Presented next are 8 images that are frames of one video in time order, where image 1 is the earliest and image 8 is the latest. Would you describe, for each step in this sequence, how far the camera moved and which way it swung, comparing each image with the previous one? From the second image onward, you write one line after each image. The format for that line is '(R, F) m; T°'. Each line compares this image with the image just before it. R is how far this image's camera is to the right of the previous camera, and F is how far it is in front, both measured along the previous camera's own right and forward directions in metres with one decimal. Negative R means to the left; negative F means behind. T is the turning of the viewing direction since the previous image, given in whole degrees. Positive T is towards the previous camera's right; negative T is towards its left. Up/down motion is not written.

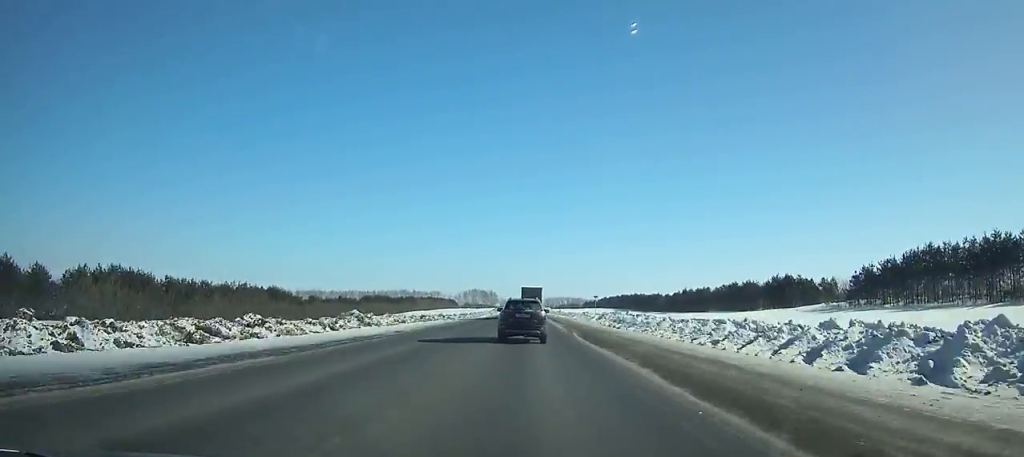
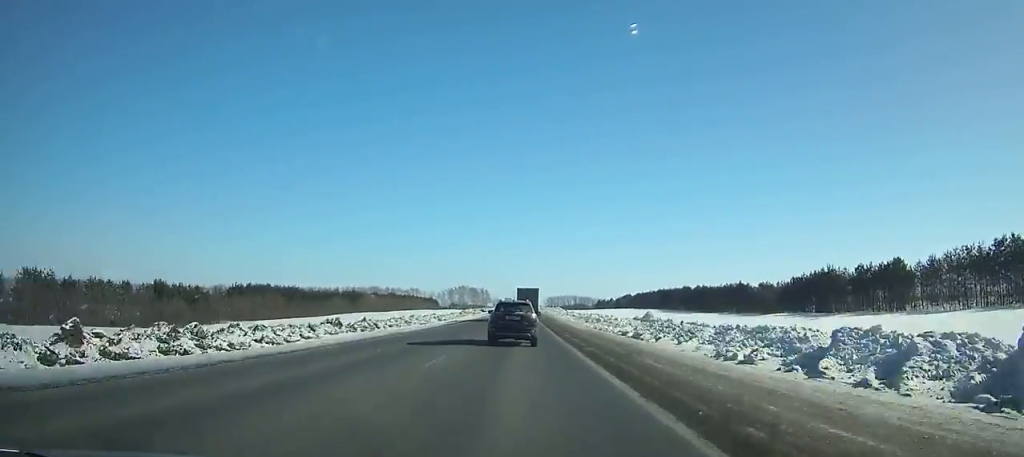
(+0.7, +107.9) m; 0°
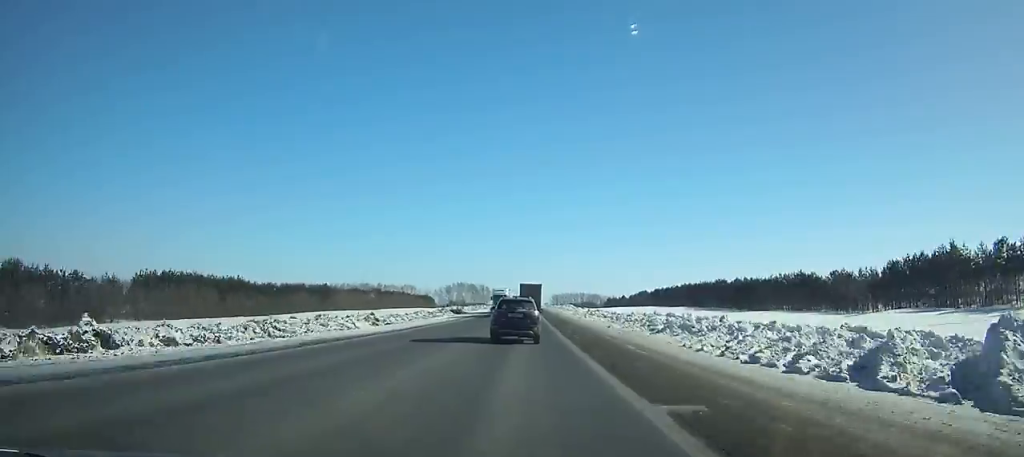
(-0.1, +36.9) m; 0°
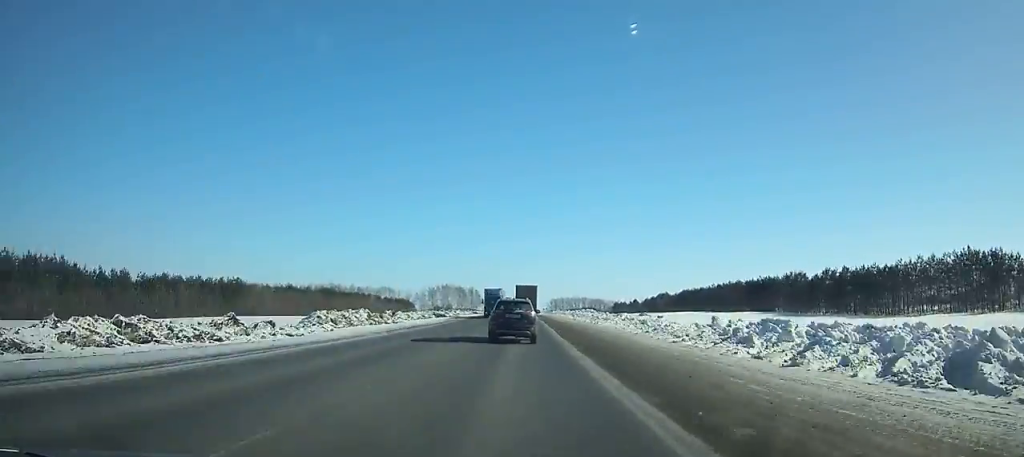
(-0.1, +57.7) m; 0°
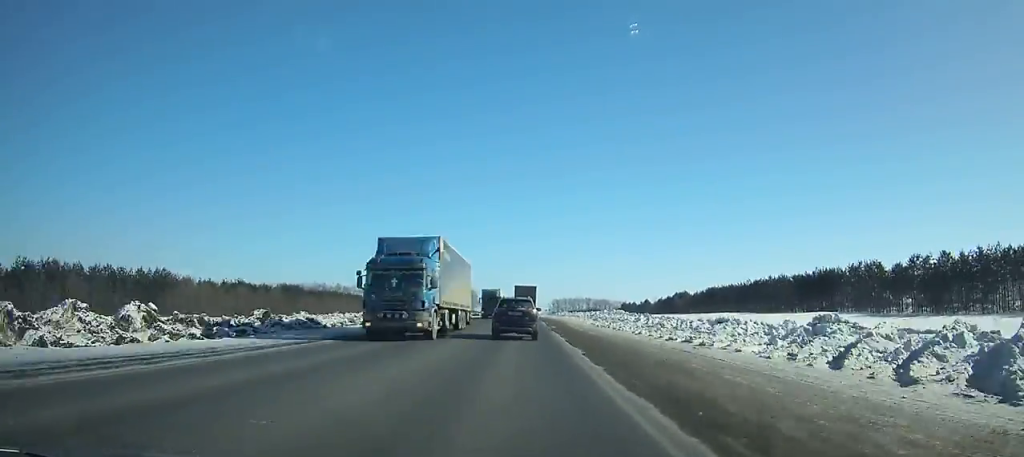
(0.0, +29.7) m; 0°
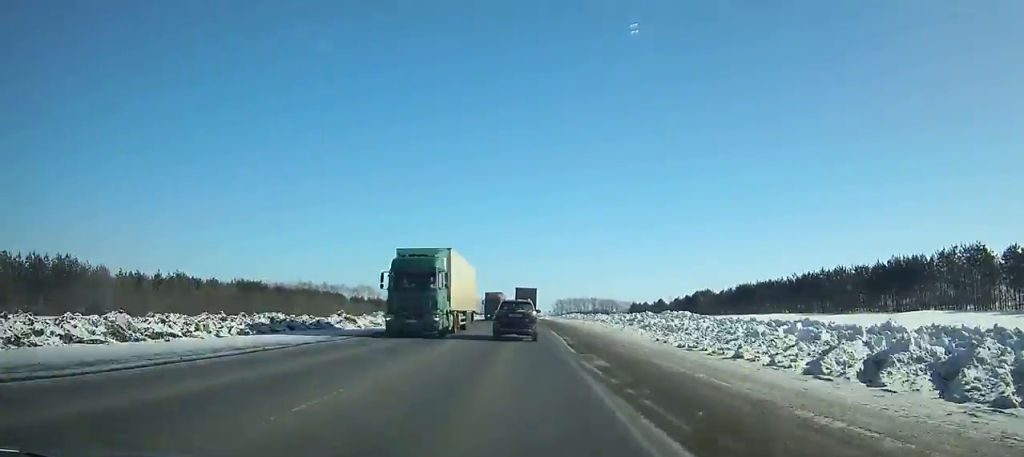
(0.0, +27.4) m; 0°
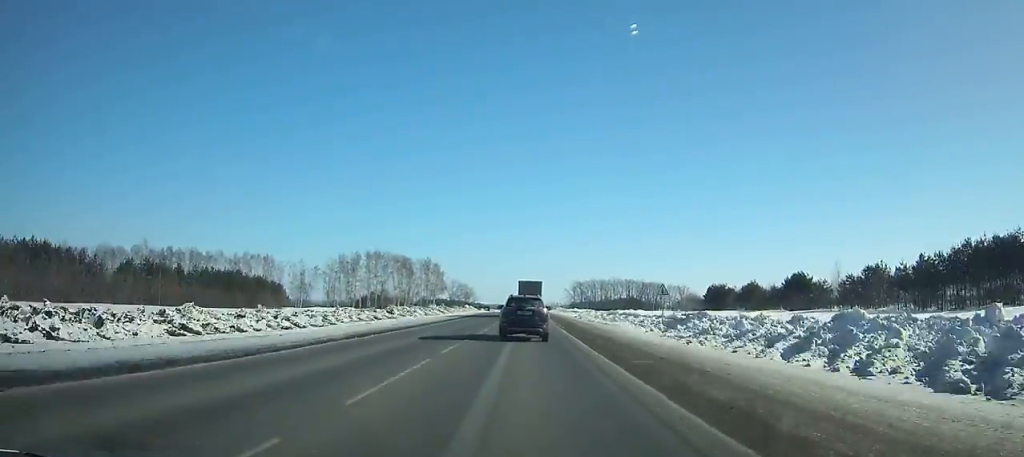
(+0.3, +134.7) m; 0°
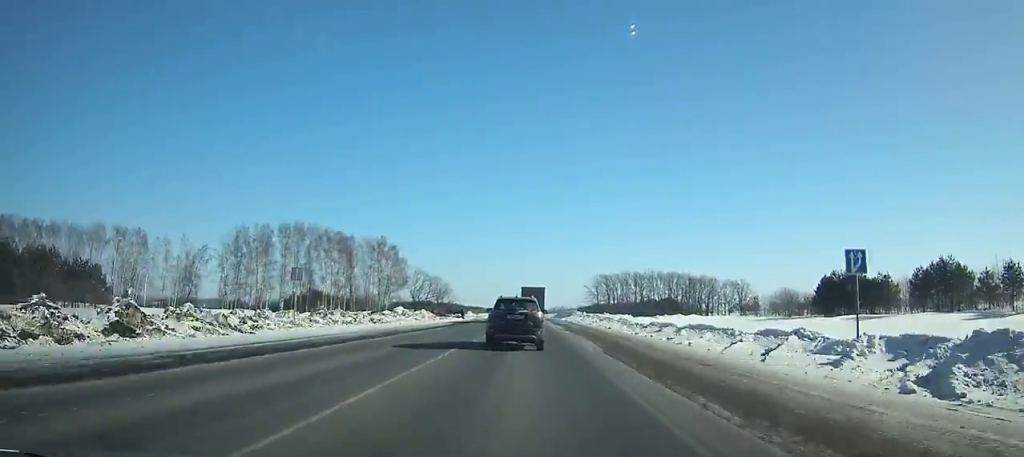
(+0.2, +73.9) m; 0°
